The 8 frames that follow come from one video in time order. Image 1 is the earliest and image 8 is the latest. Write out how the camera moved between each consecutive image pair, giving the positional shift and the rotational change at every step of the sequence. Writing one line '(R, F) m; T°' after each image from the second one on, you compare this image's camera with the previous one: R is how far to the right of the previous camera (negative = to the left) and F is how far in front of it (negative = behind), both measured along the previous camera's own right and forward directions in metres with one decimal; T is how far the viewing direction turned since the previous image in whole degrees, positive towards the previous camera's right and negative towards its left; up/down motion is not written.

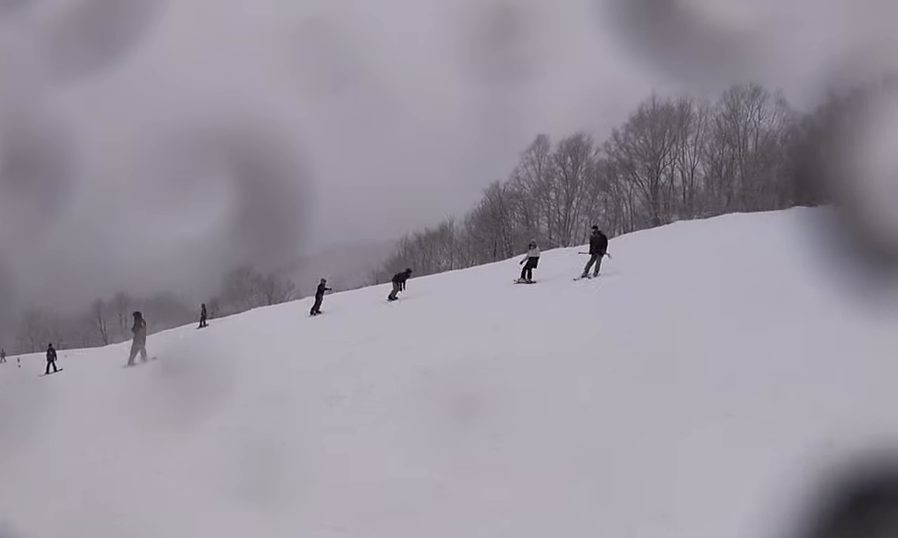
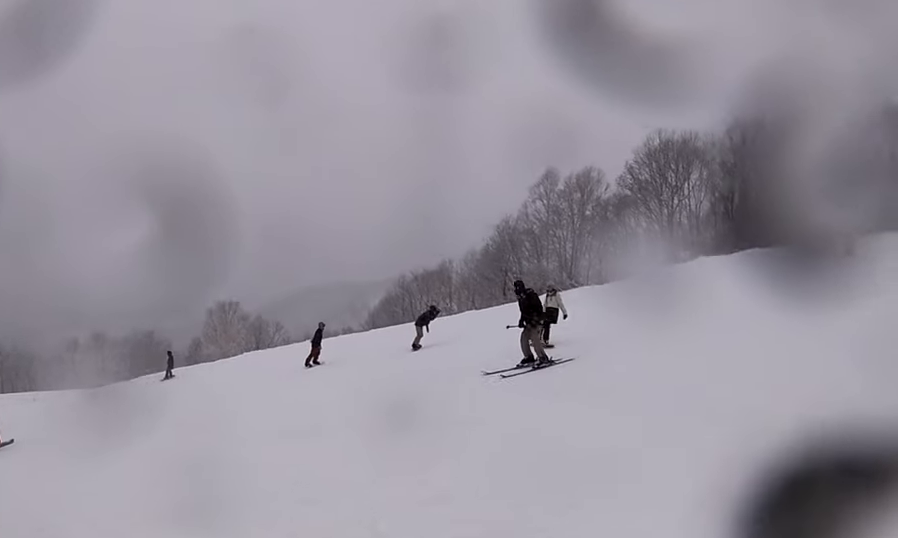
(-0.7, +3.9) m; -24°
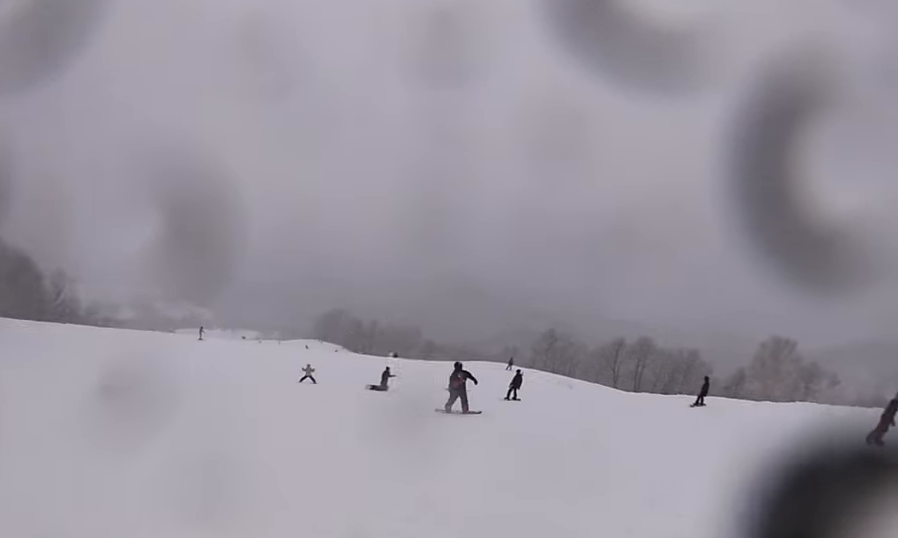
(+0.2, +2.0) m; -15°
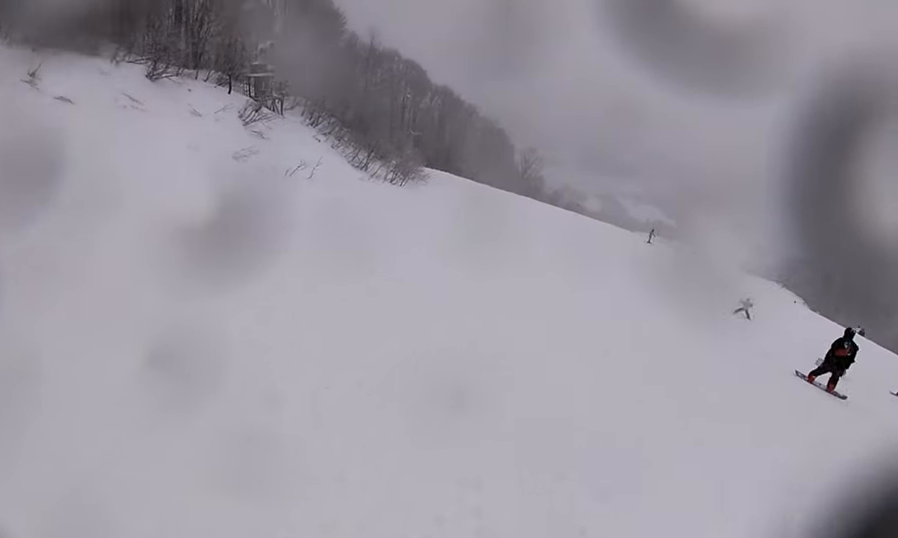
(-1.3, +3.8) m; -32°
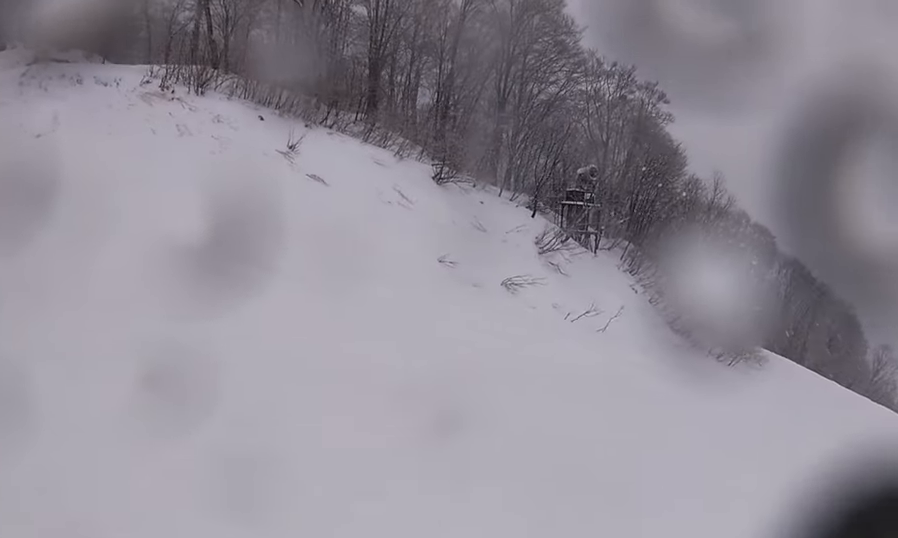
(-3.1, +7.7) m; -12°
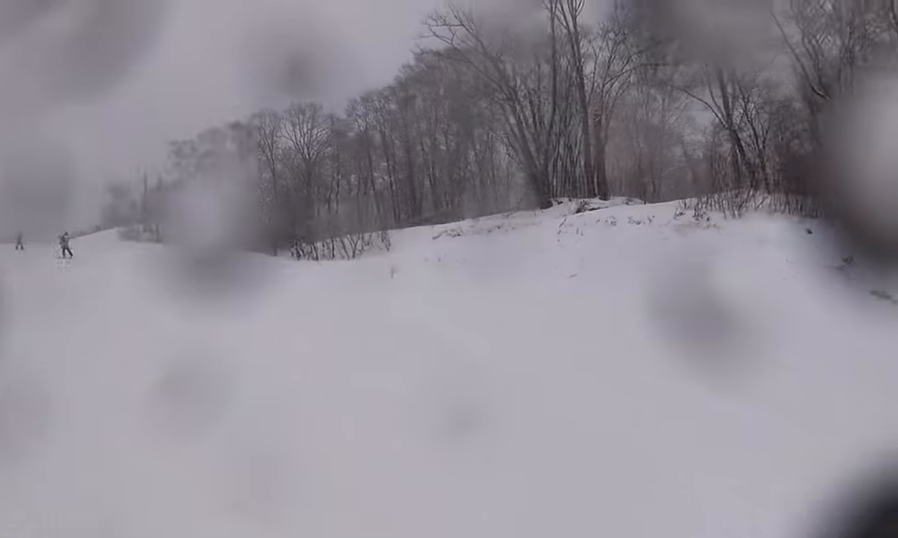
(+0.5, +2.5) m; +22°
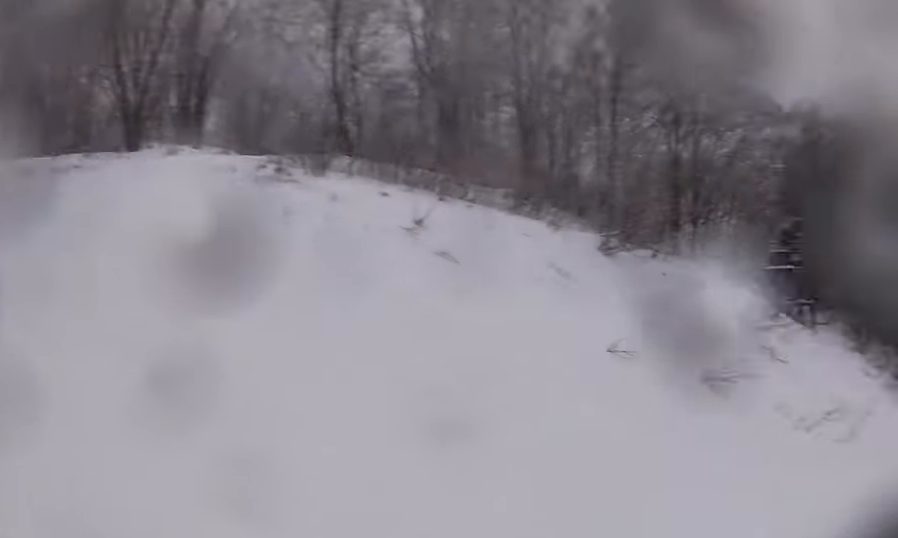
(+0.3, +2.7) m; +28°
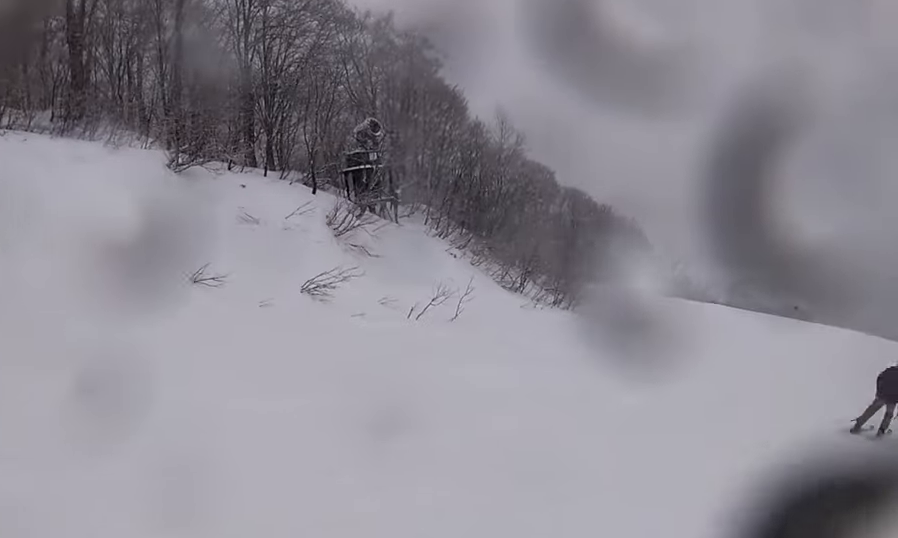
(+0.8, +1.9) m; +14°
